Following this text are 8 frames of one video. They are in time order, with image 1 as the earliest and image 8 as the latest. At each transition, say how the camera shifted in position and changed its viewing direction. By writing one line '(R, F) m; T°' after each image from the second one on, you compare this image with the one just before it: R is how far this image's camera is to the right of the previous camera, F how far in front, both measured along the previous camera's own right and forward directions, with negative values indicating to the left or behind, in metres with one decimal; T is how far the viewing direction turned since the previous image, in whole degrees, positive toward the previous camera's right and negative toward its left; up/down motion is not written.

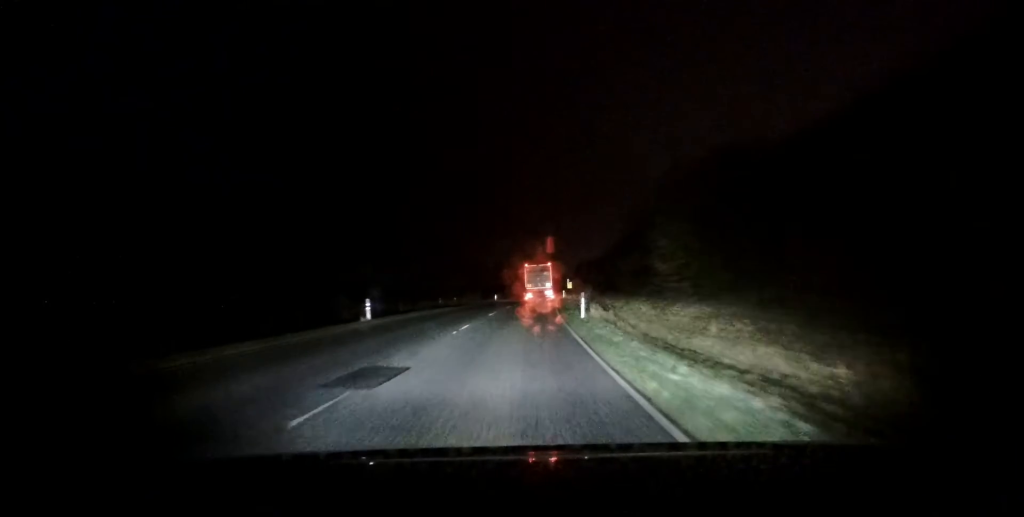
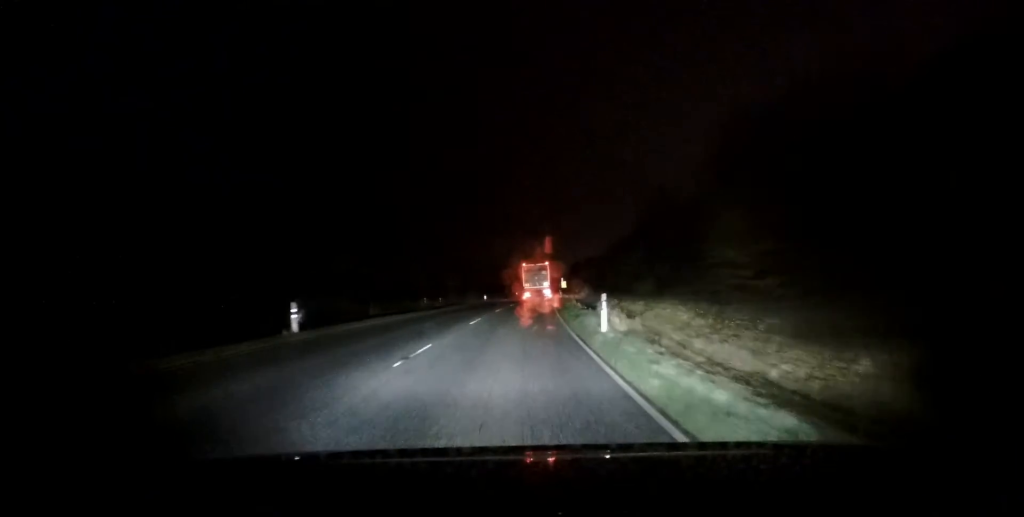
(0.0, +7.5) m; +1°
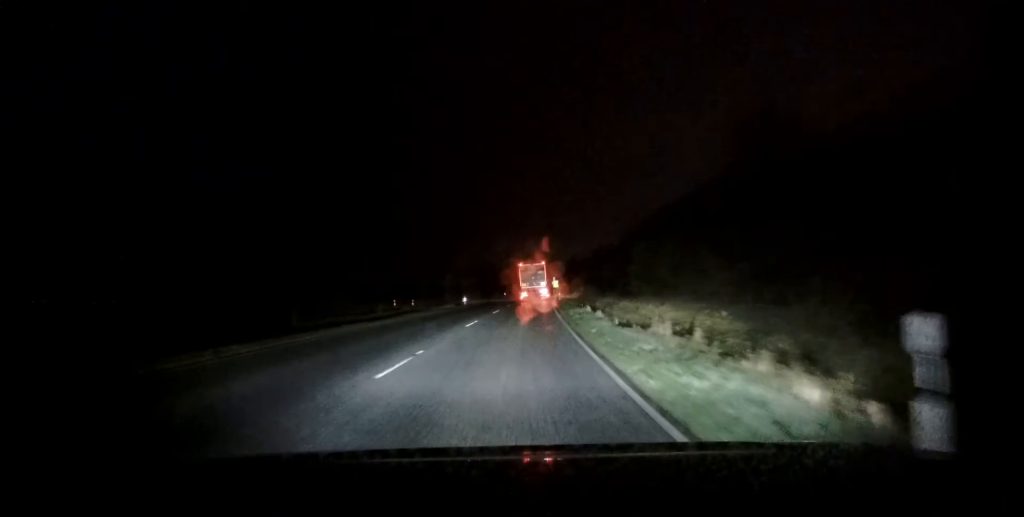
(+0.2, +13.3) m; +1°
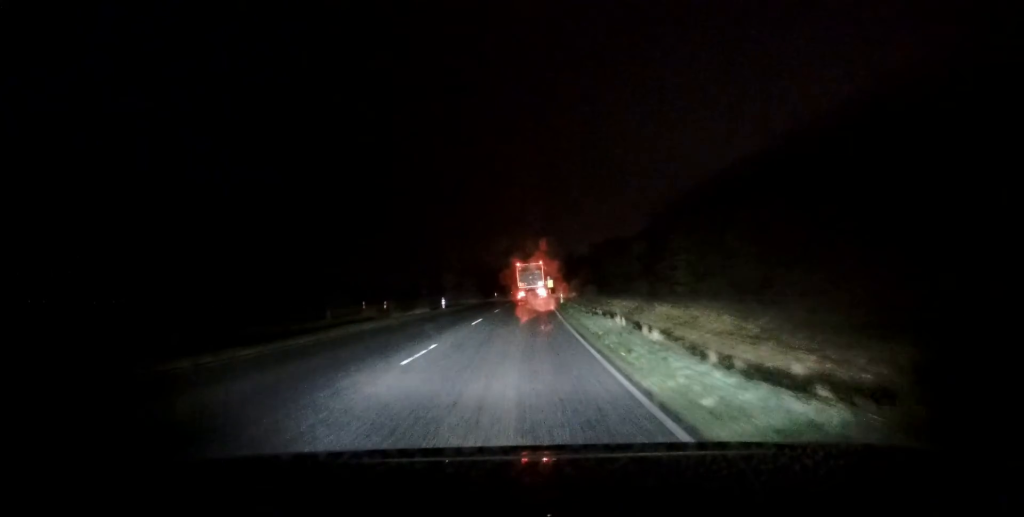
(+0.1, +10.4) m; 0°
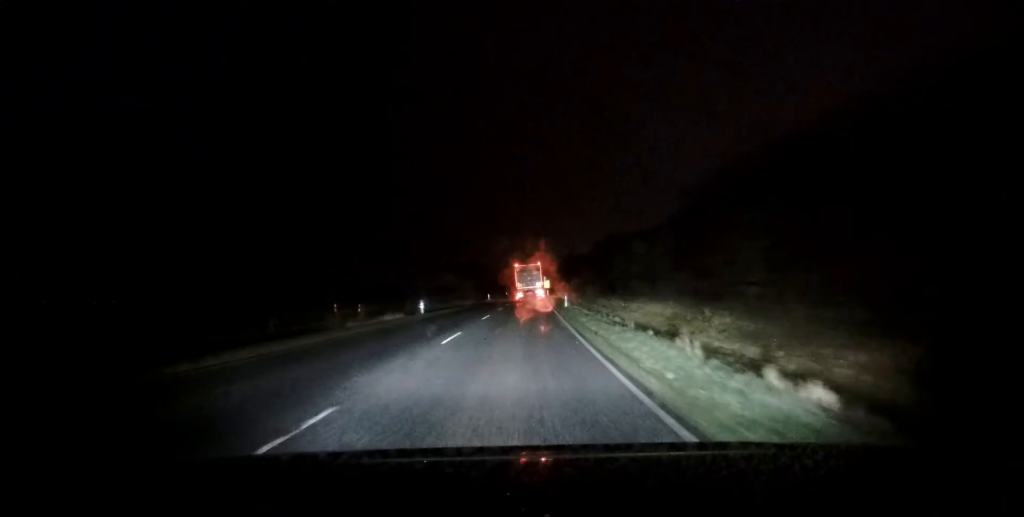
(-0.1, +7.5) m; 0°
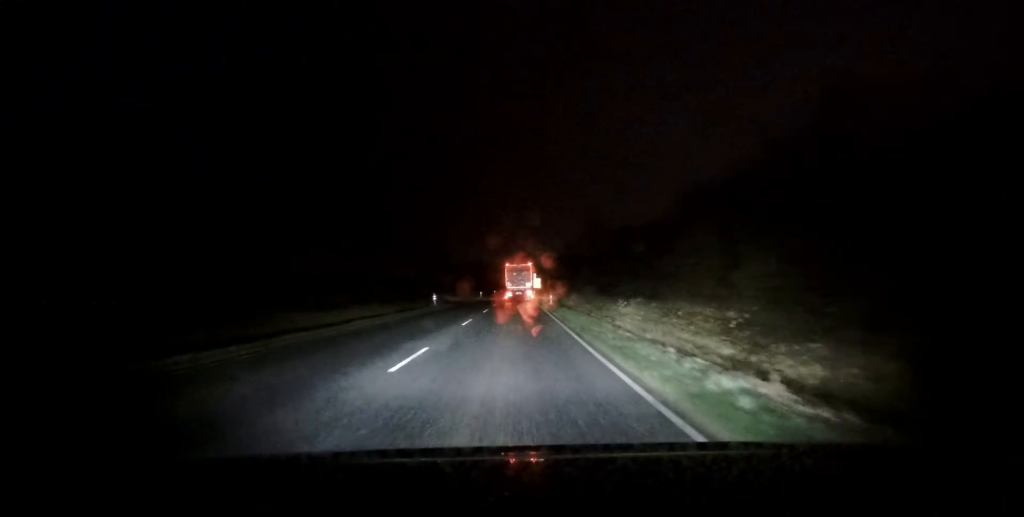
(+0.5, +41.4) m; +2°
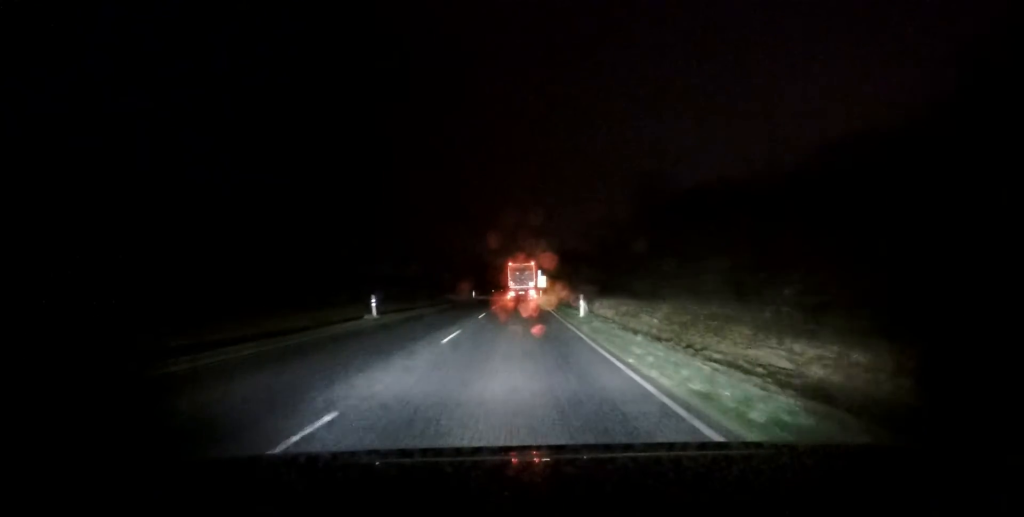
(+0.3, +18.9) m; 0°
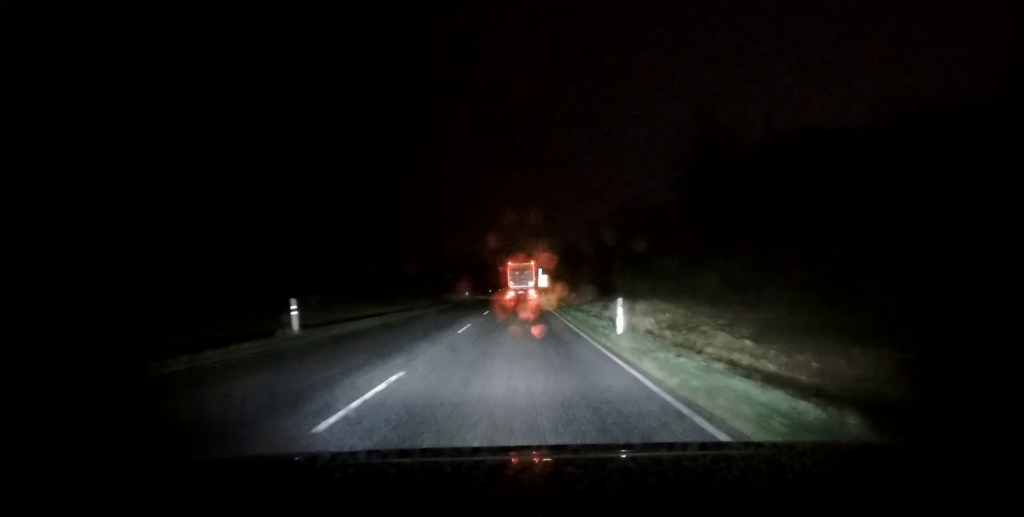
(-0.2, +8.9) m; -1°
